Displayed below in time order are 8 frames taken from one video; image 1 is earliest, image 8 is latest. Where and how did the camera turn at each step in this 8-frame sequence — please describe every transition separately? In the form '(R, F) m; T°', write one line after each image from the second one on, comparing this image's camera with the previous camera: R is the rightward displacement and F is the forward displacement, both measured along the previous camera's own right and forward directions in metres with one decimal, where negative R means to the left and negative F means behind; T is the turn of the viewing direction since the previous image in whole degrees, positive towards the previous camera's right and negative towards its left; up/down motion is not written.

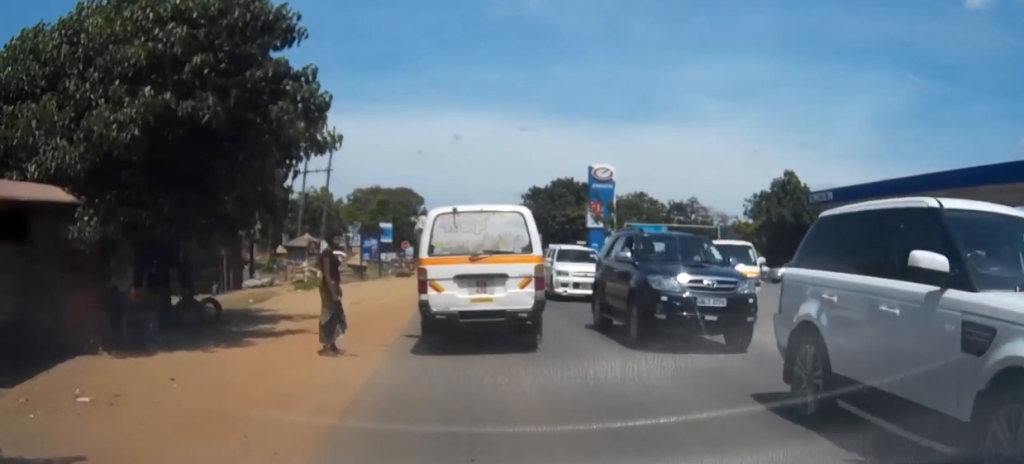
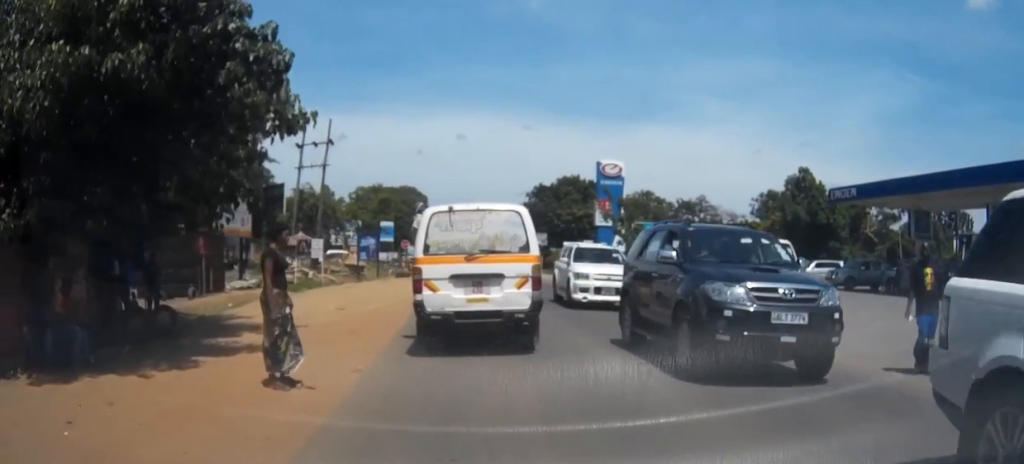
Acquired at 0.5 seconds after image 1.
(-0.1, +2.7) m; 0°
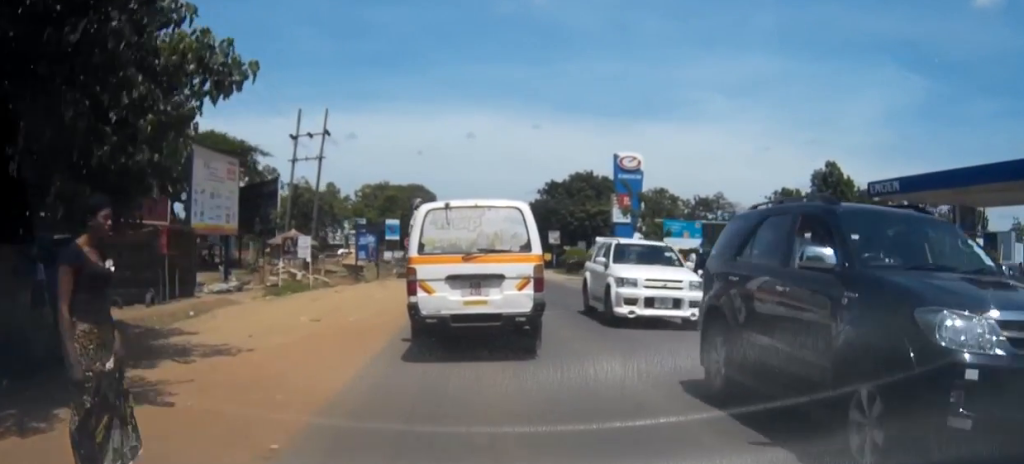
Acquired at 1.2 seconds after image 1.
(-0.1, +4.0) m; 0°
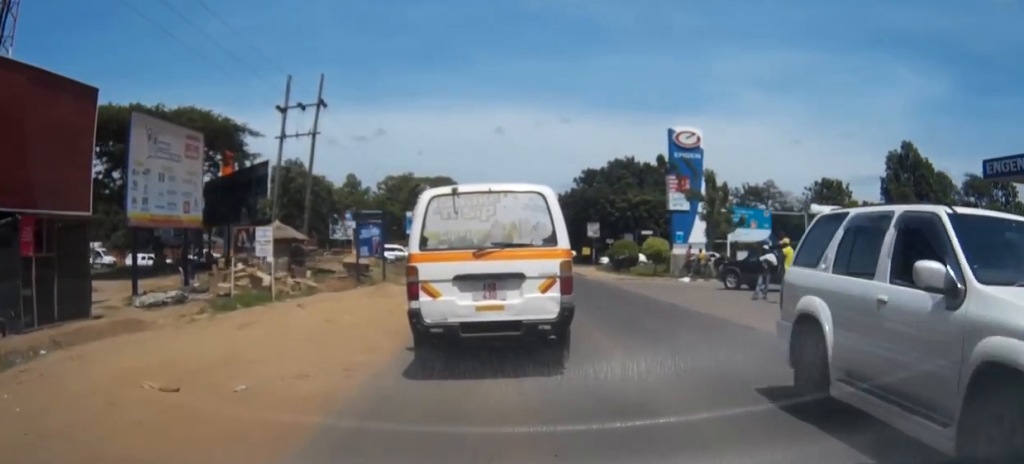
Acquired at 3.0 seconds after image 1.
(+0.1, +9.3) m; 0°
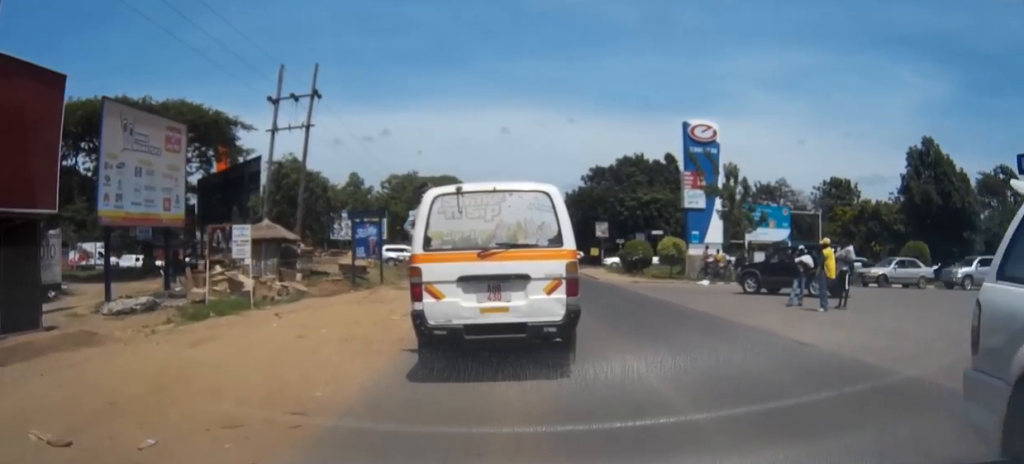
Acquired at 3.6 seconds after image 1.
(0.0, +2.8) m; 0°
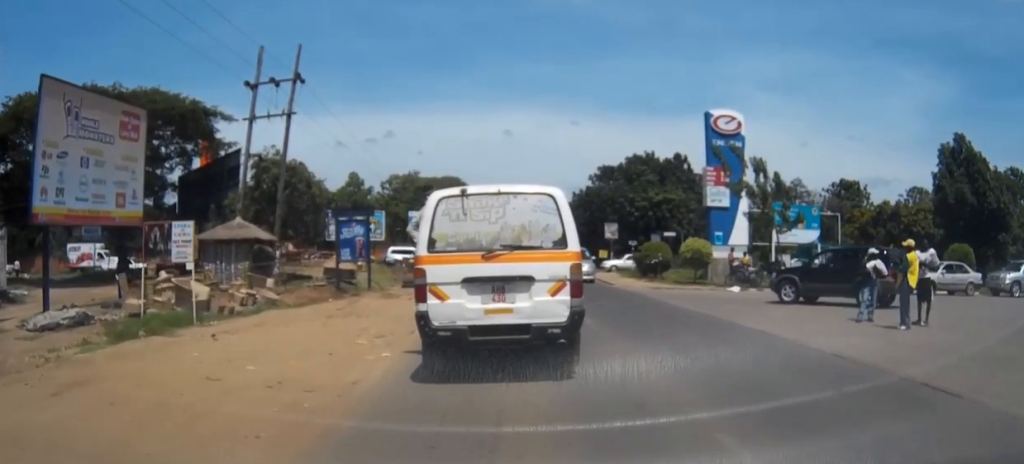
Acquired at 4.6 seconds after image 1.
(0.0, +4.3) m; -1°
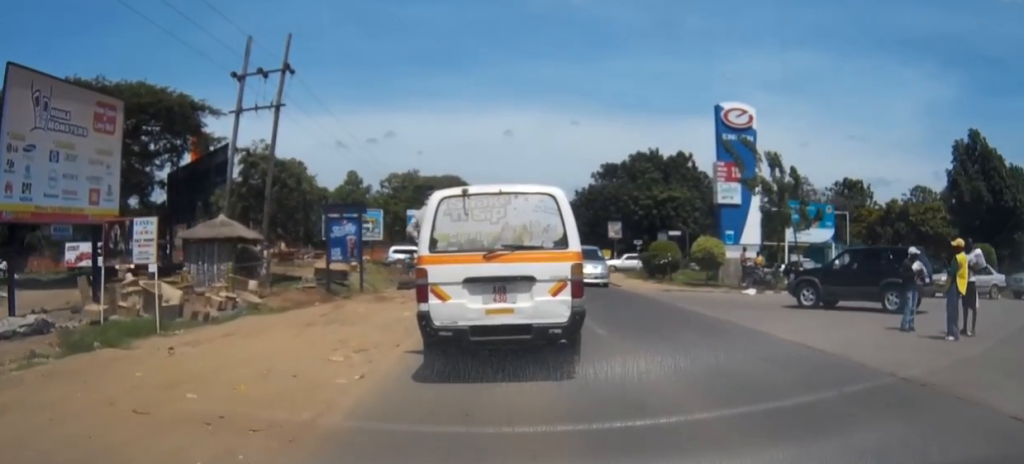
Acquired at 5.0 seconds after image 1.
(0.0, +1.9) m; -1°
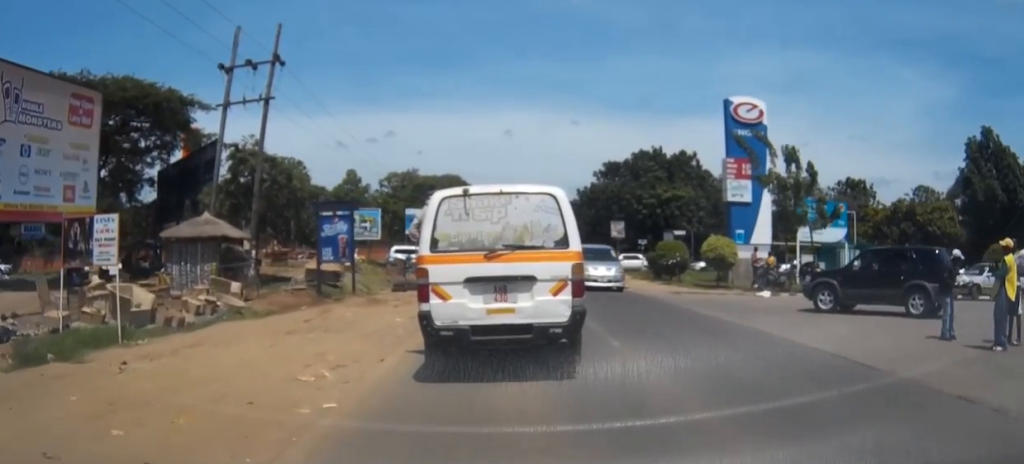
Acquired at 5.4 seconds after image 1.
(-0.1, +1.6) m; 0°
